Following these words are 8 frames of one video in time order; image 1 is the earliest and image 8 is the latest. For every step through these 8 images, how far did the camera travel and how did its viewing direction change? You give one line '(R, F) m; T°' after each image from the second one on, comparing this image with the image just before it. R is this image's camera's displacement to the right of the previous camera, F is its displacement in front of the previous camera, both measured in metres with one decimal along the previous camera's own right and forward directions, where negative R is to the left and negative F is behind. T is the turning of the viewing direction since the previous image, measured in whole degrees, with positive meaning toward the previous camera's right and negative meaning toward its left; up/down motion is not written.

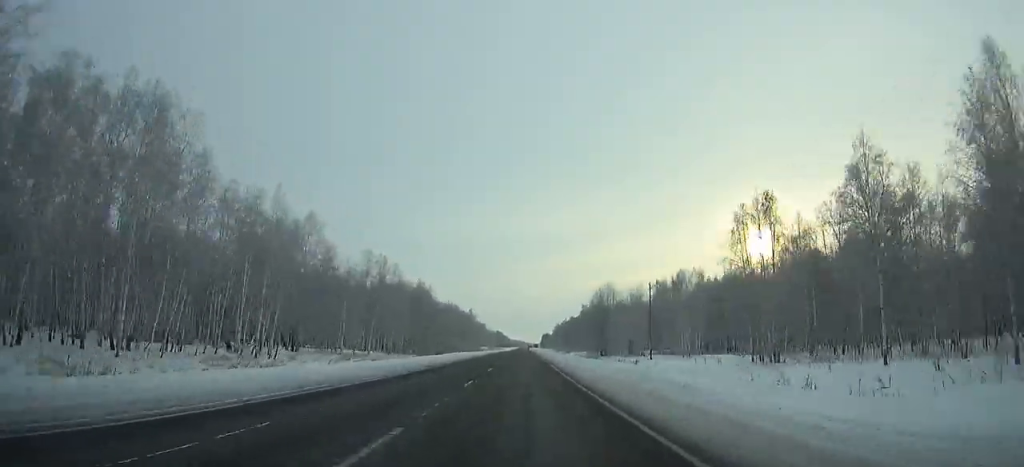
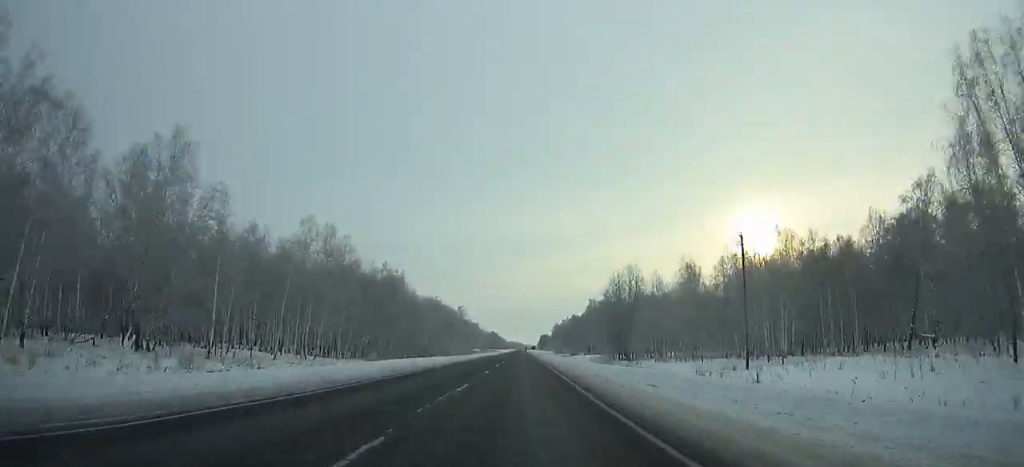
(0.0, +37.1) m; 0°
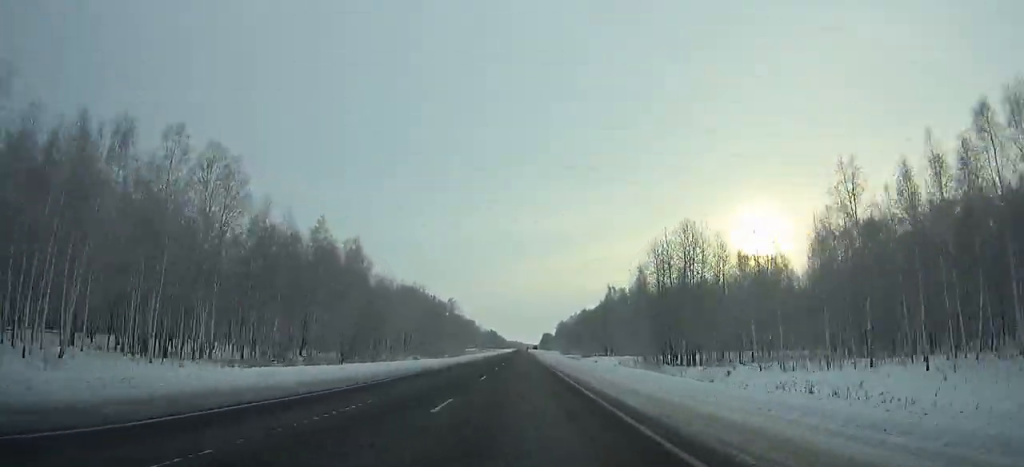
(+0.1, +42.0) m; 0°
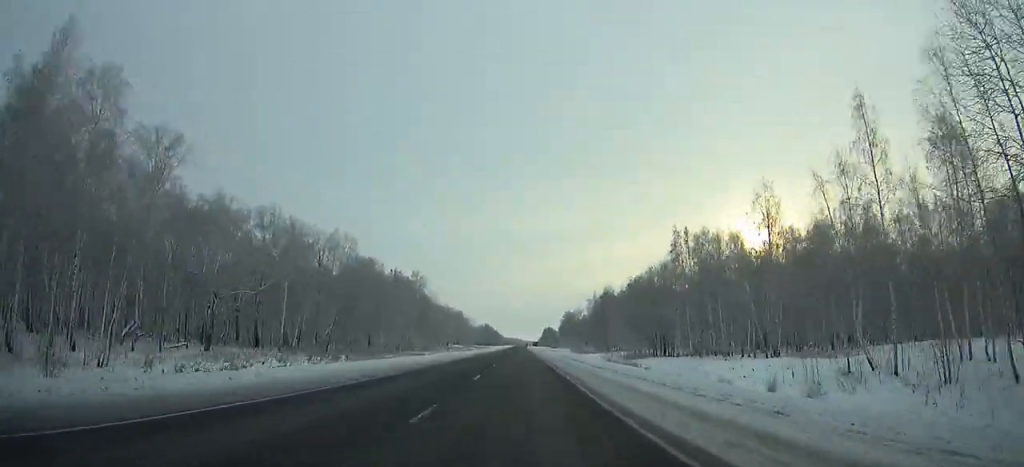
(+0.2, +74.4) m; 0°
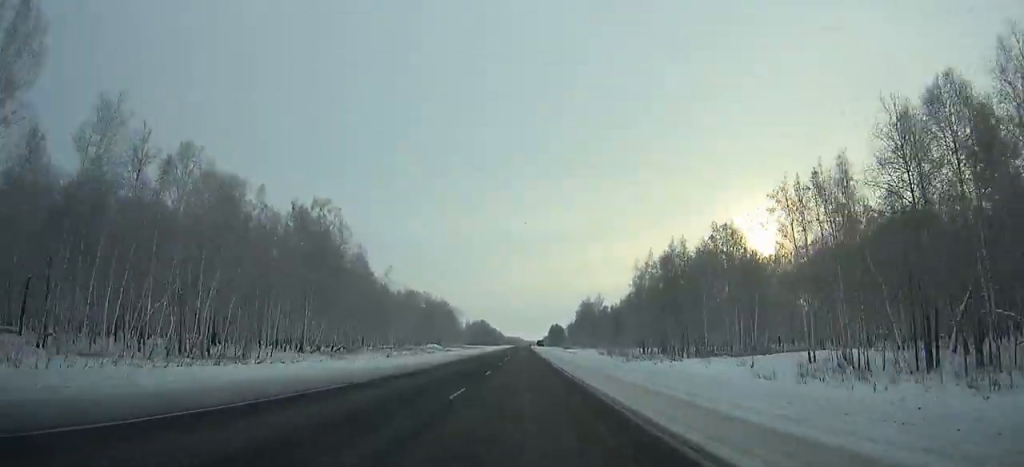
(0.0, +79.3) m; 0°
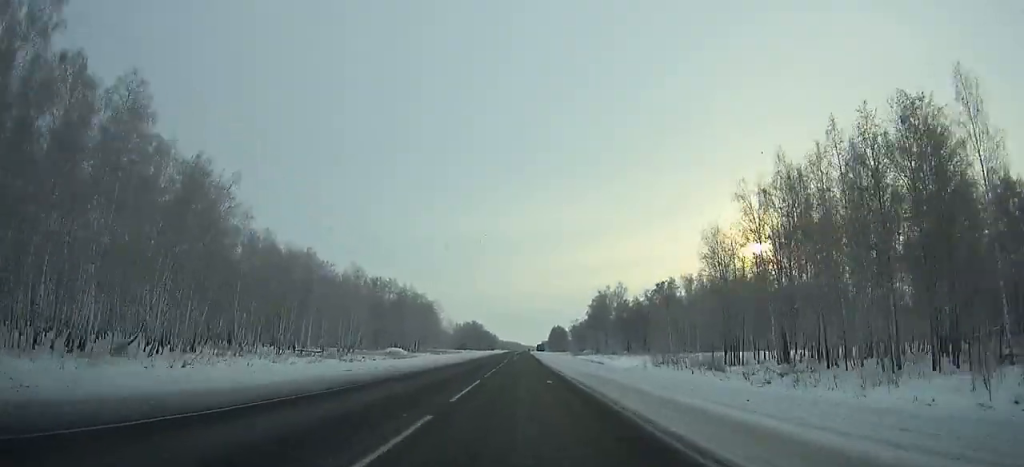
(+0.1, +56.5) m; 0°
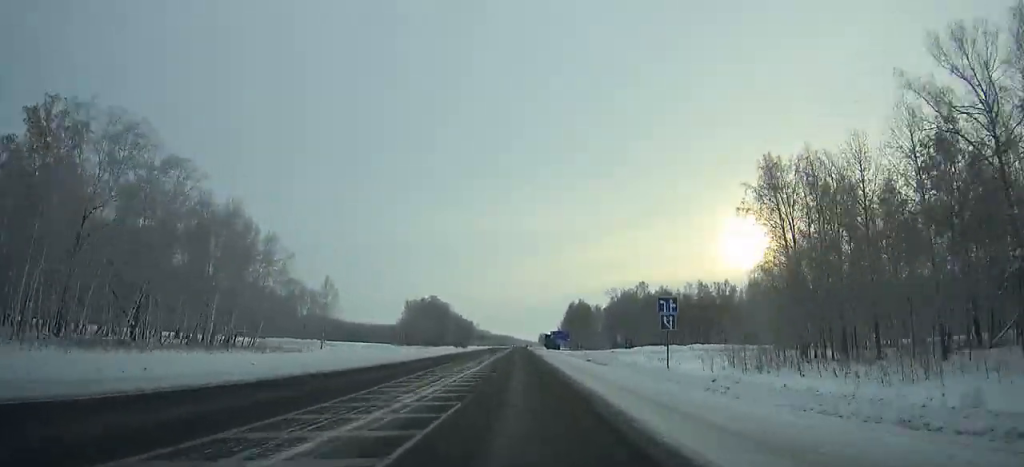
(+0.1, +167.8) m; 0°
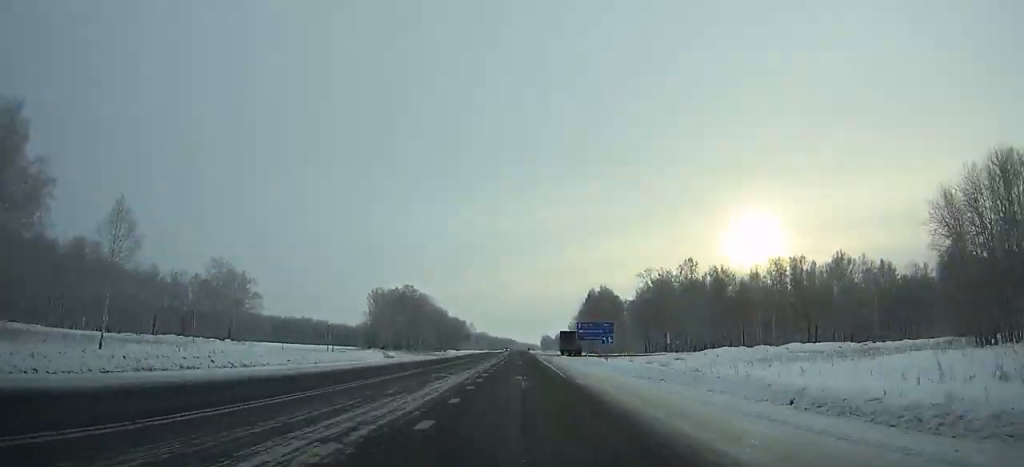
(0.0, +55.5) m; 0°
